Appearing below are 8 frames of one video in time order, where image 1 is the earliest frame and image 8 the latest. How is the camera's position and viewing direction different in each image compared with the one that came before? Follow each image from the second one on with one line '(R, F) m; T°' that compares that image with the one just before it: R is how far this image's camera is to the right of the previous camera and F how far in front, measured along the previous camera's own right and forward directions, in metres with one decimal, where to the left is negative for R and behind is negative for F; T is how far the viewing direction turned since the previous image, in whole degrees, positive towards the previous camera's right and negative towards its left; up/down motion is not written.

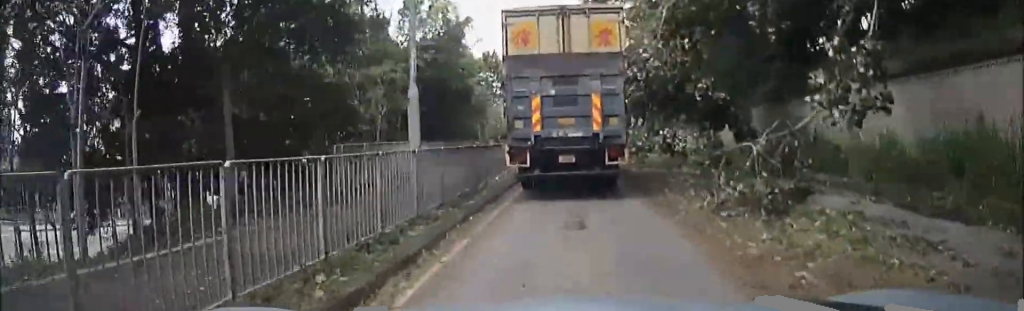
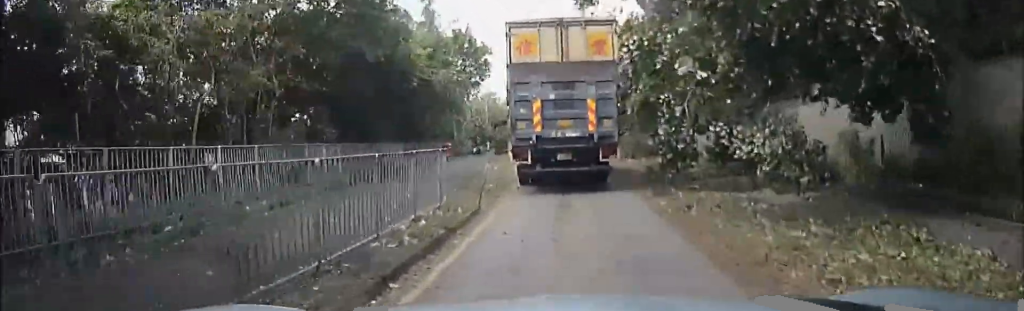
(0.0, +9.8) m; -1°
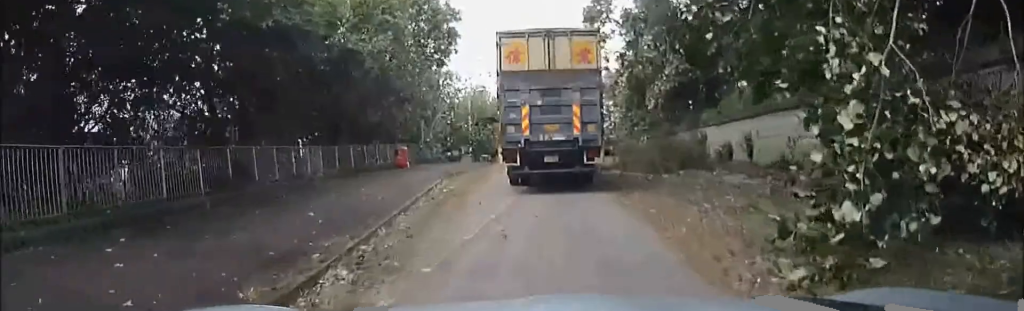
(-0.1, +11.1) m; -1°
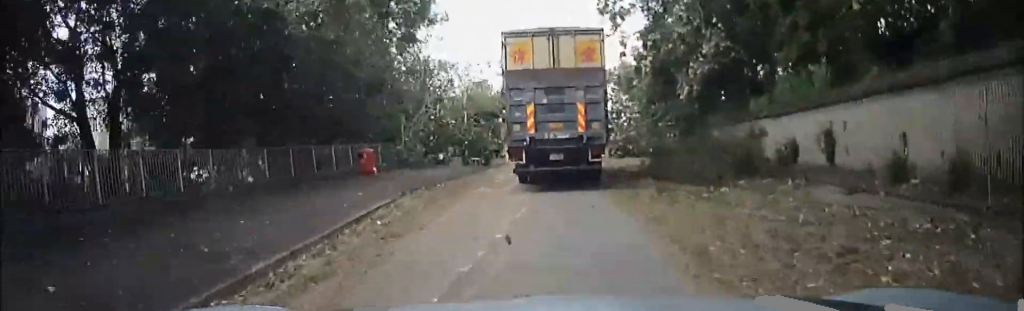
(-0.1, +5.5) m; -1°
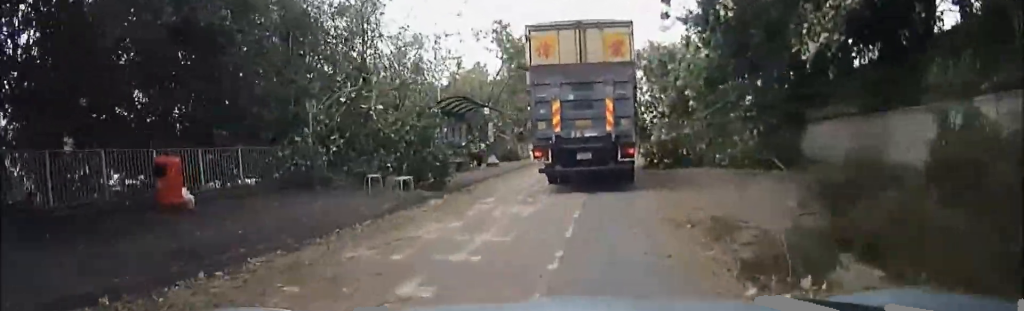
(-0.1, +8.8) m; +1°
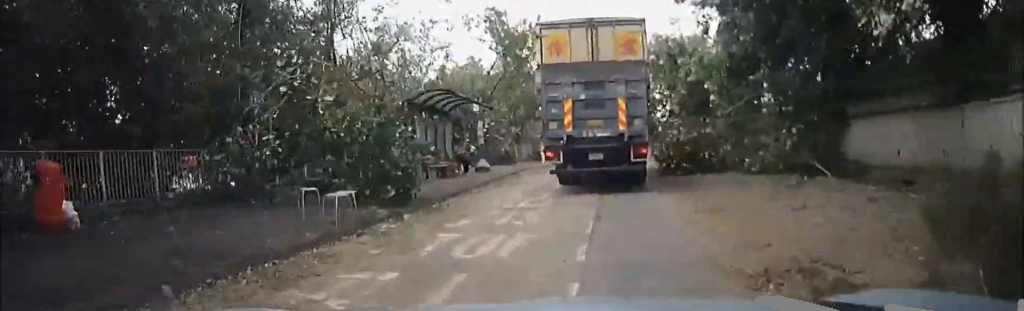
(0.0, +2.7) m; +1°
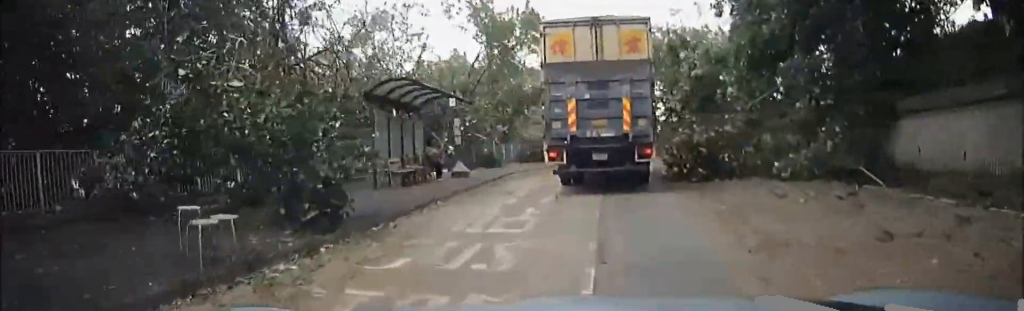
(+0.1, +3.1) m; +1°
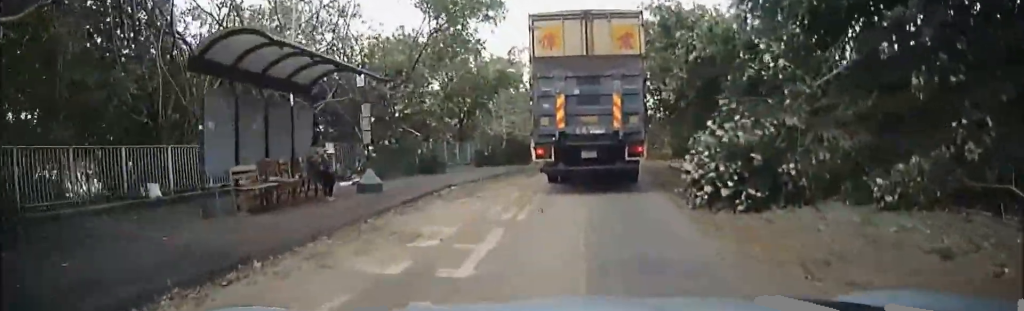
(+0.1, +6.2) m; +2°
